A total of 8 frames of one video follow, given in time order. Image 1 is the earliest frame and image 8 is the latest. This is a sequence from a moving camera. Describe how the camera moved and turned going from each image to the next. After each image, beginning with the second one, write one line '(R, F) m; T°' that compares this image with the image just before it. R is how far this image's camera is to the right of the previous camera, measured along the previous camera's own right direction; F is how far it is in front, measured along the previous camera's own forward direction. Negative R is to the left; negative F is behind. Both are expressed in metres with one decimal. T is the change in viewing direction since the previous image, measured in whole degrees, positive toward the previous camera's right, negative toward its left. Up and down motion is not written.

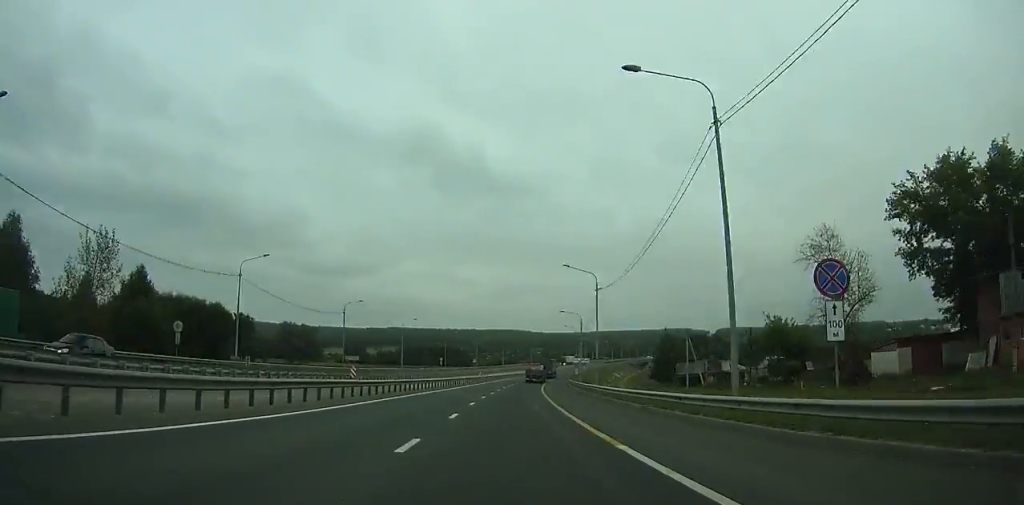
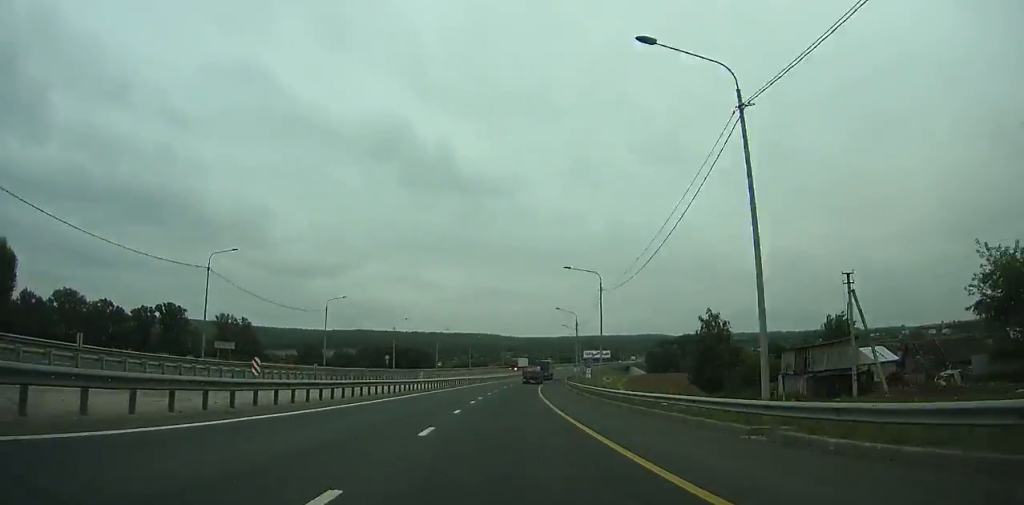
(+1.2, +37.7) m; +3°
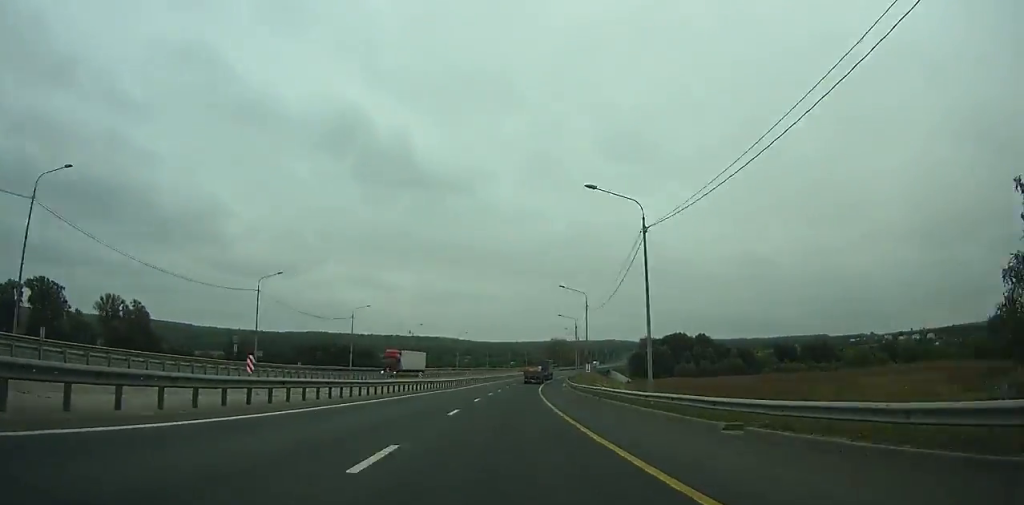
(+2.2, +57.1) m; +4°
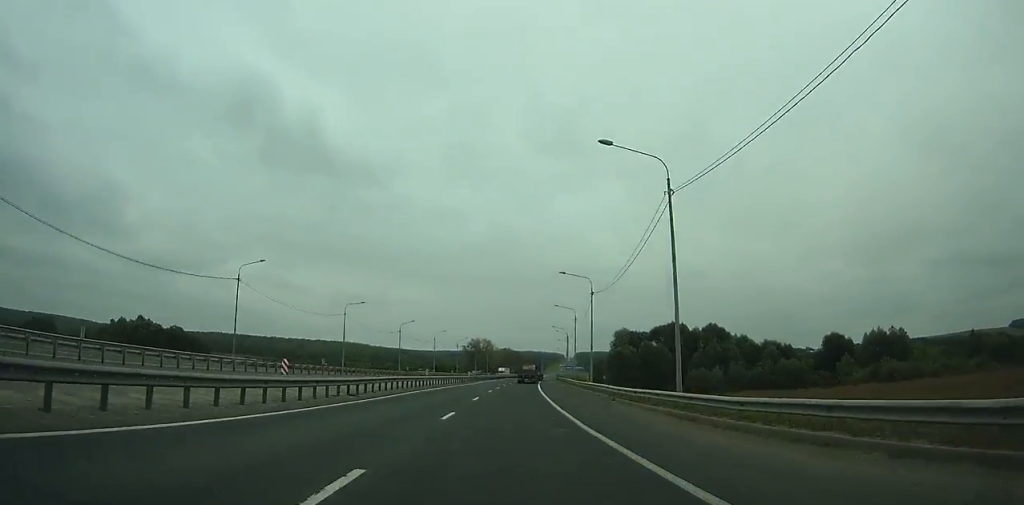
(+7.0, +108.9) m; +8°
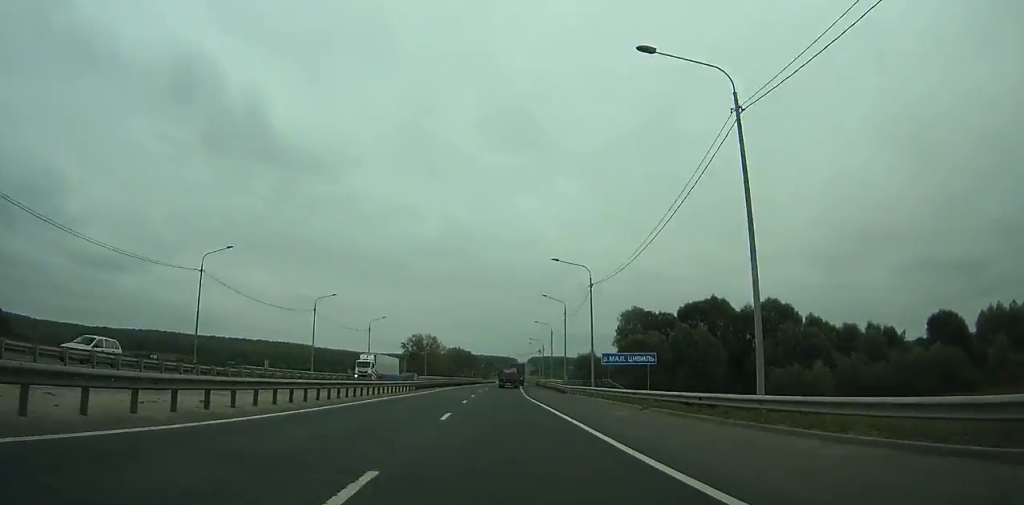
(+2.9, +69.4) m; +4°
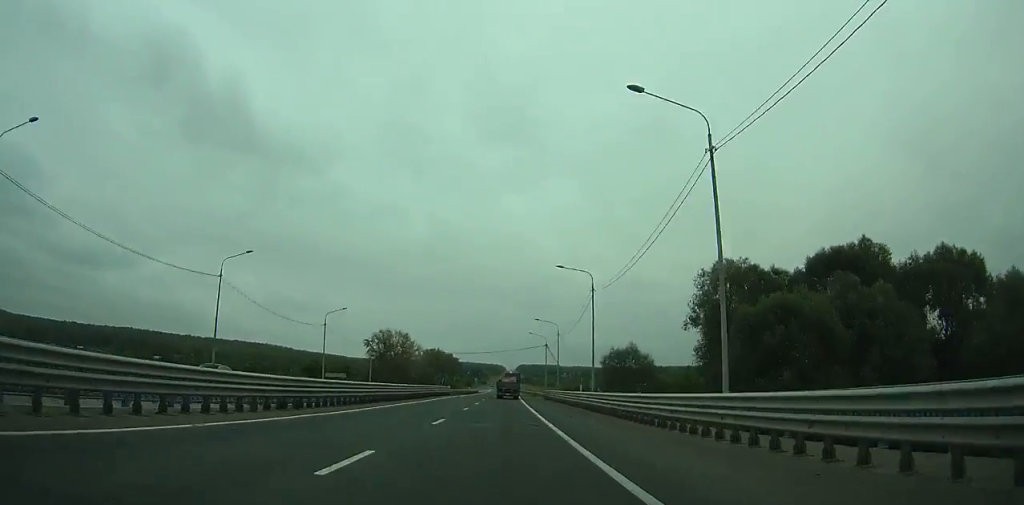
(+1.7, +56.6) m; +2°
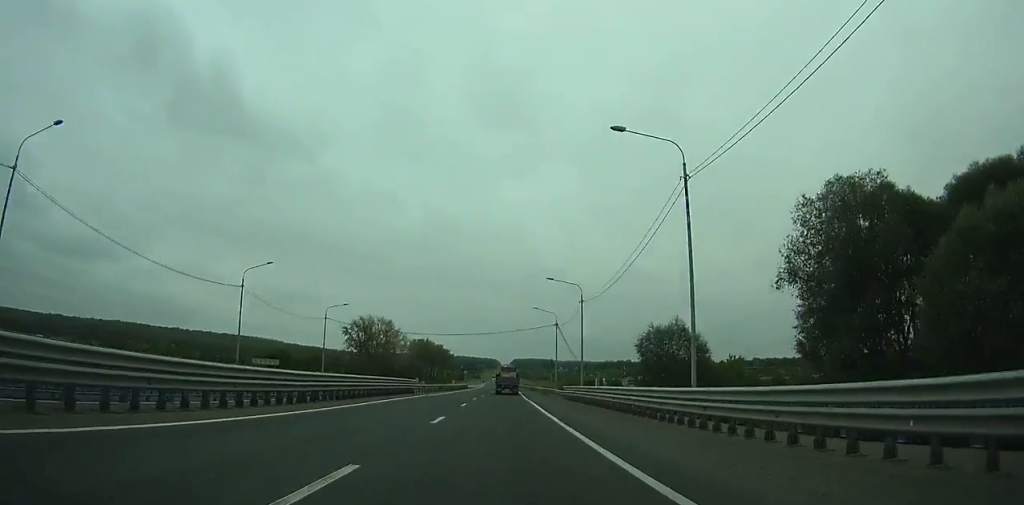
(+0.3, +27.5) m; +1°
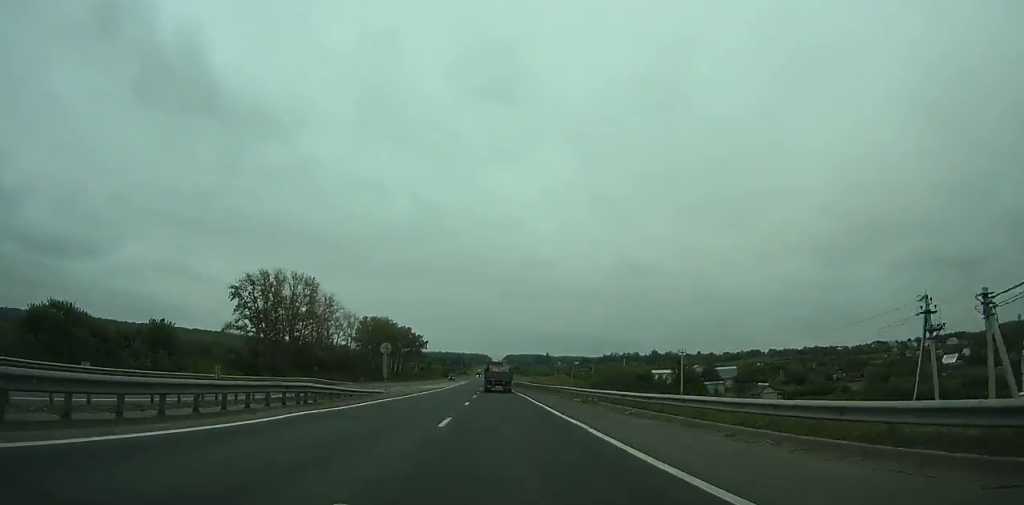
(+1.2, +85.5) m; +1°
